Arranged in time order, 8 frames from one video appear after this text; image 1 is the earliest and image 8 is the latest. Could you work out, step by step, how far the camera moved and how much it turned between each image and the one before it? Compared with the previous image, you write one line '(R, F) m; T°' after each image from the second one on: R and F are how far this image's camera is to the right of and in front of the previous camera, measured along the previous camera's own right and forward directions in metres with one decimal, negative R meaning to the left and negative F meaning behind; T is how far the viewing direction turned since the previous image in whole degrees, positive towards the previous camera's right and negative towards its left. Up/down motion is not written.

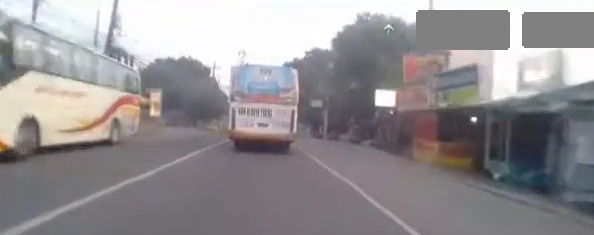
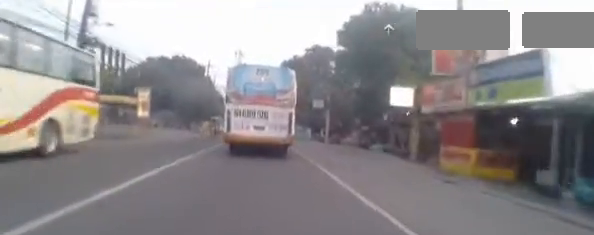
(-0.1, +2.8) m; 0°
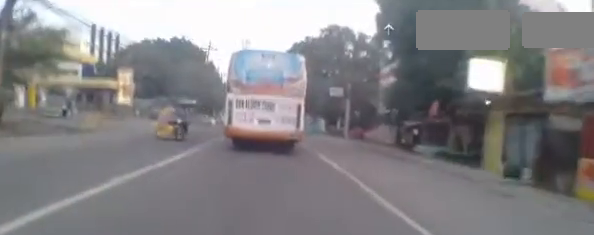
(-0.1, +5.8) m; 0°
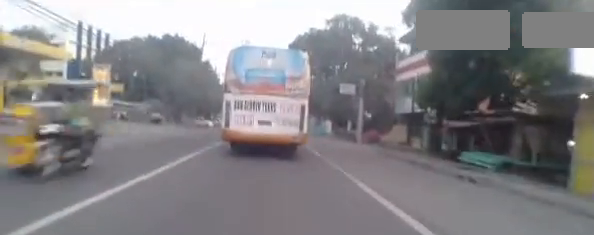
(+0.2, +3.9) m; -1°
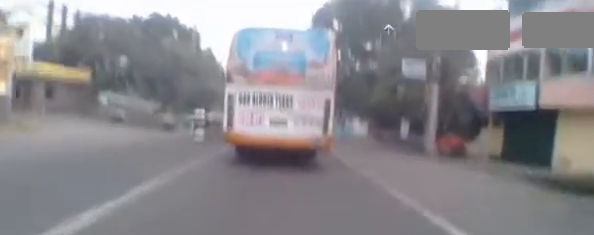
(-0.5, +9.7) m; -3°
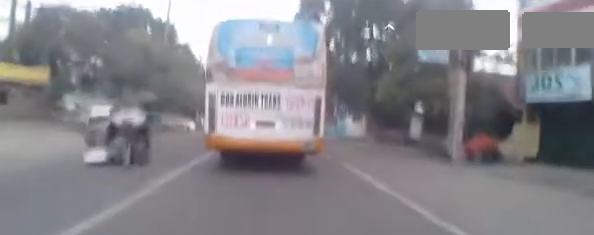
(0.0, +3.5) m; 0°
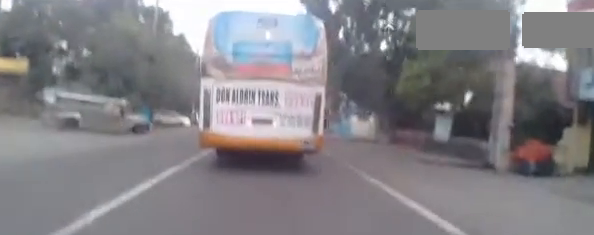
(-0.2, +2.6) m; 0°
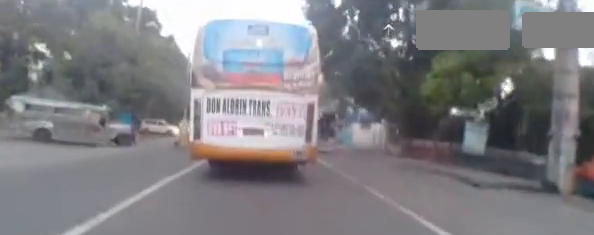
(+0.1, +2.5) m; +2°
